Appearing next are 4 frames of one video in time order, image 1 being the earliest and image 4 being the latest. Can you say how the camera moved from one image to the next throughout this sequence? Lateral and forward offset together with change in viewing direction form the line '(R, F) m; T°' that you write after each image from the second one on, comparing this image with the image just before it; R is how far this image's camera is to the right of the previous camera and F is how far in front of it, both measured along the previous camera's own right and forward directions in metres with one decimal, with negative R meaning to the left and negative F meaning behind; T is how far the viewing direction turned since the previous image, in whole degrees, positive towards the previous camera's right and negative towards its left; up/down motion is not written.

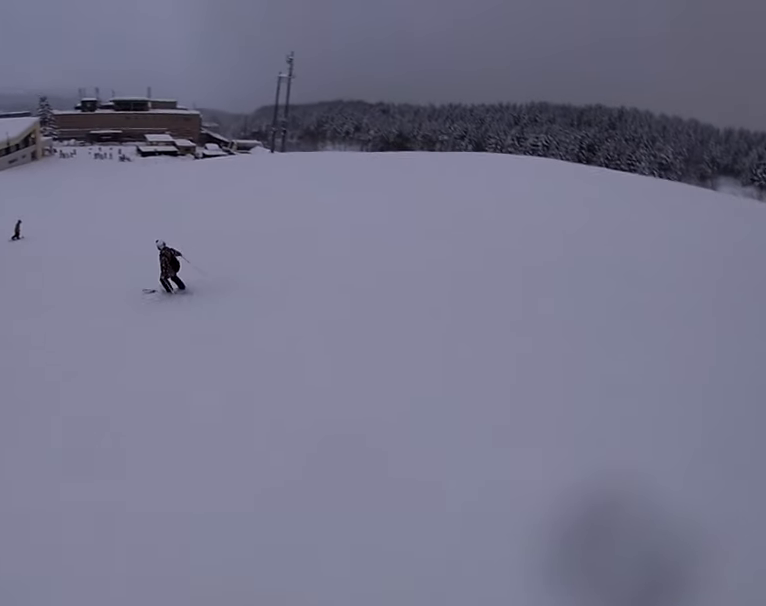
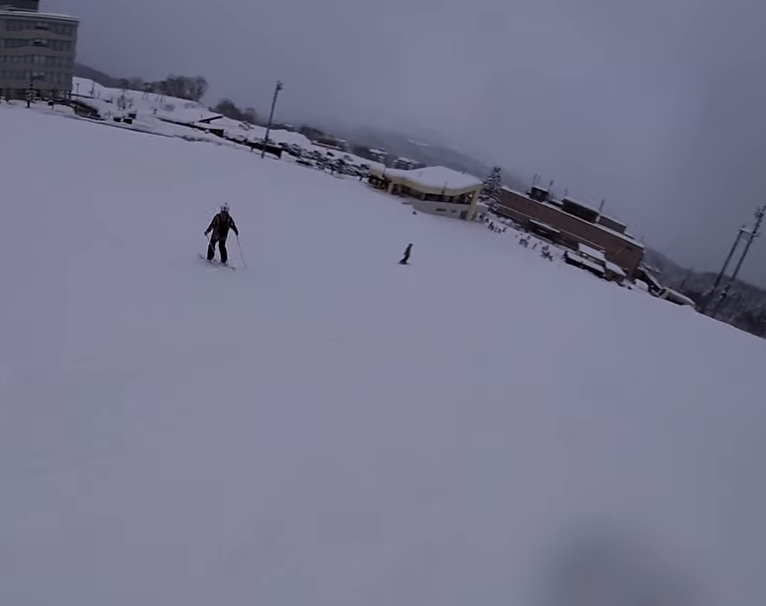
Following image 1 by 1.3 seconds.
(-2.5, +7.3) m; -45°
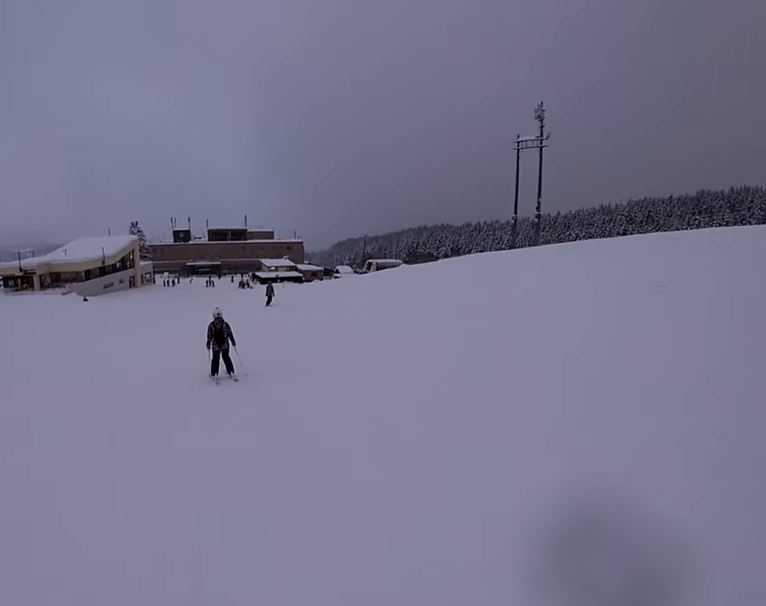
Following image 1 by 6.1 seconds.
(+3.0, +31.7) m; +34°
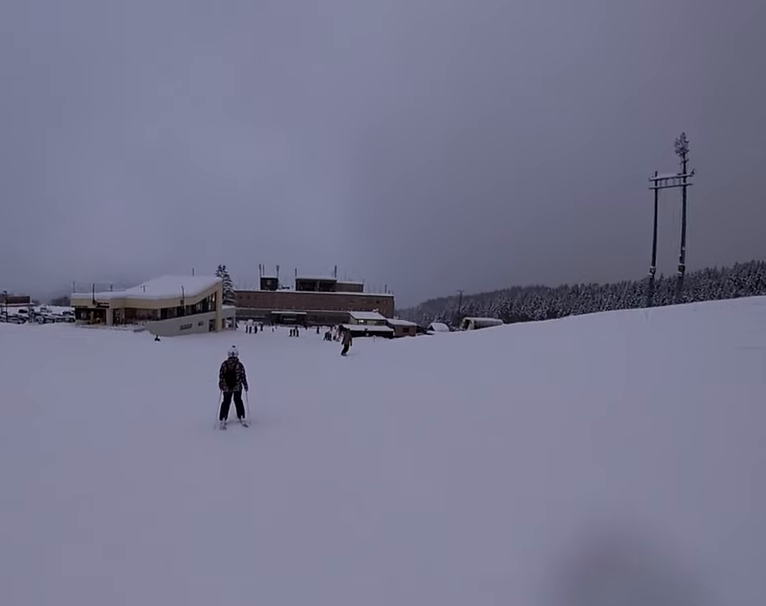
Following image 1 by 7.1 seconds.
(-0.8, +7.9) m; -12°
